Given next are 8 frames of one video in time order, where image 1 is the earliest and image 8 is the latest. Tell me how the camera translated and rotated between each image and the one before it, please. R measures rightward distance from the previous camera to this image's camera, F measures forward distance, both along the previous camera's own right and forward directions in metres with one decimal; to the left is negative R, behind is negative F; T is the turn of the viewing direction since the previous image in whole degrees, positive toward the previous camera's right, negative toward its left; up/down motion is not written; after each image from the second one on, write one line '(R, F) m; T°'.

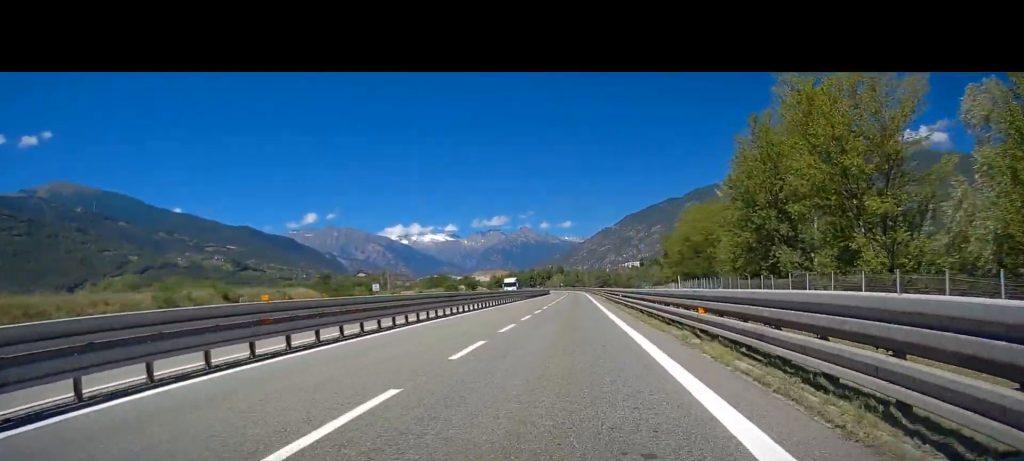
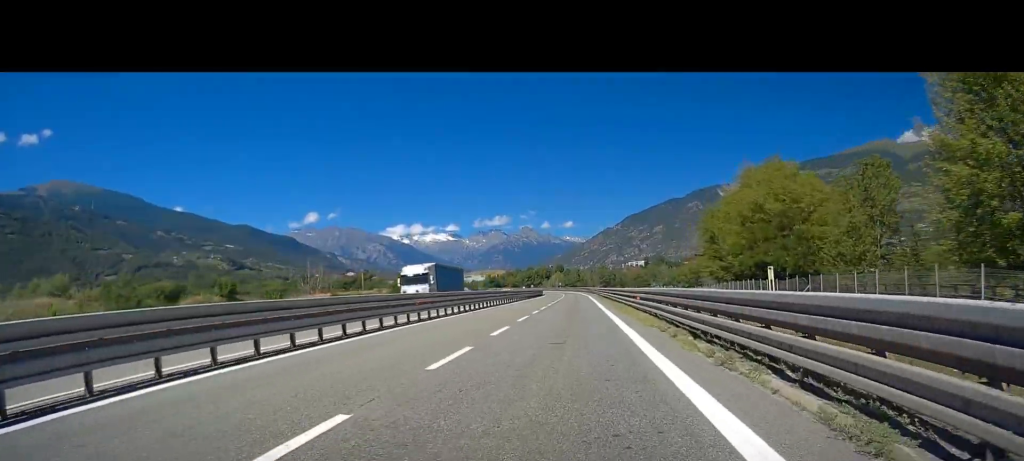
(-0.5, +35.4) m; 0°
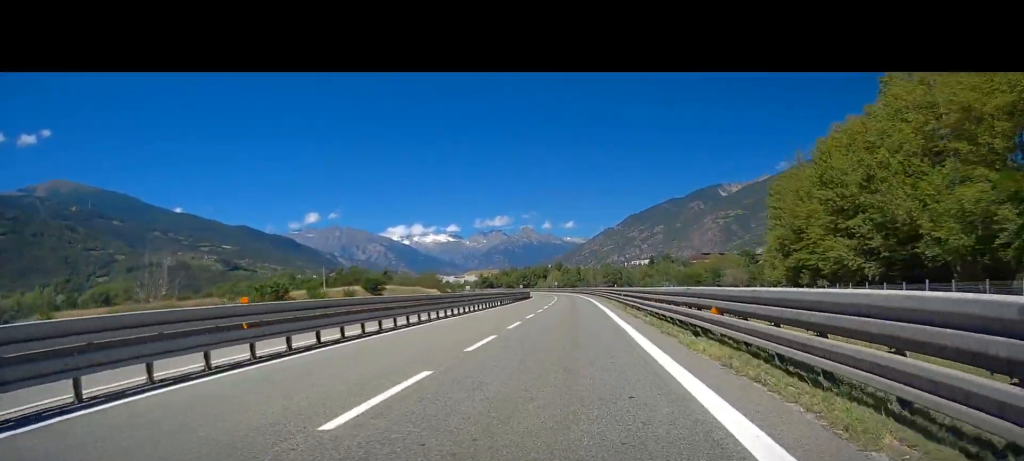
(+0.7, +42.8) m; +1°
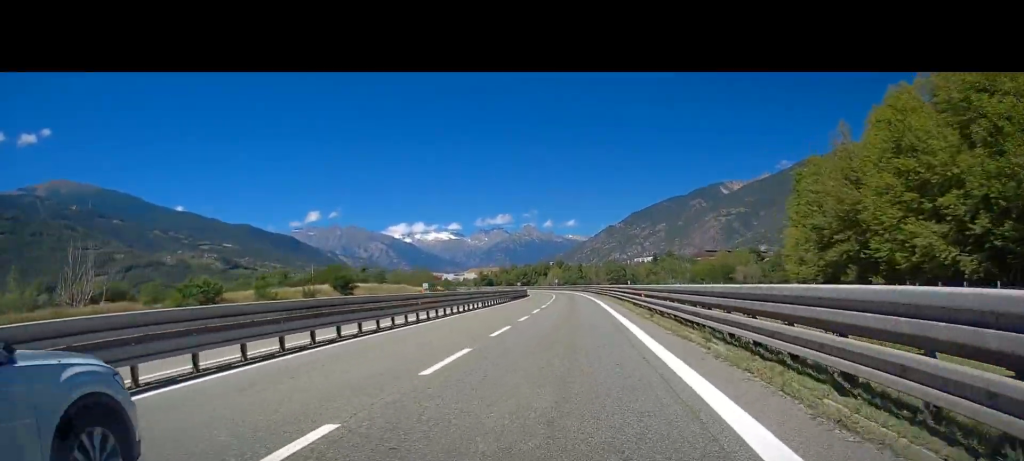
(0.0, +13.4) m; 0°
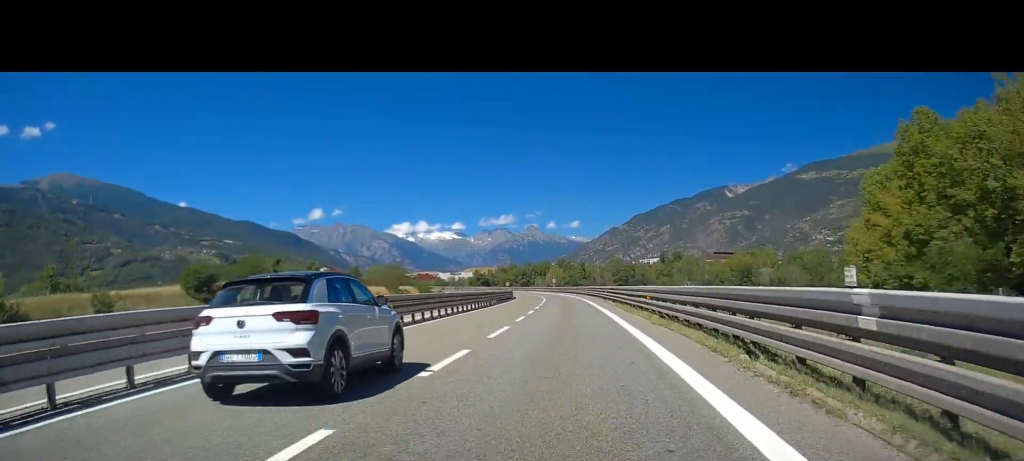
(-0.5, +33.0) m; -1°
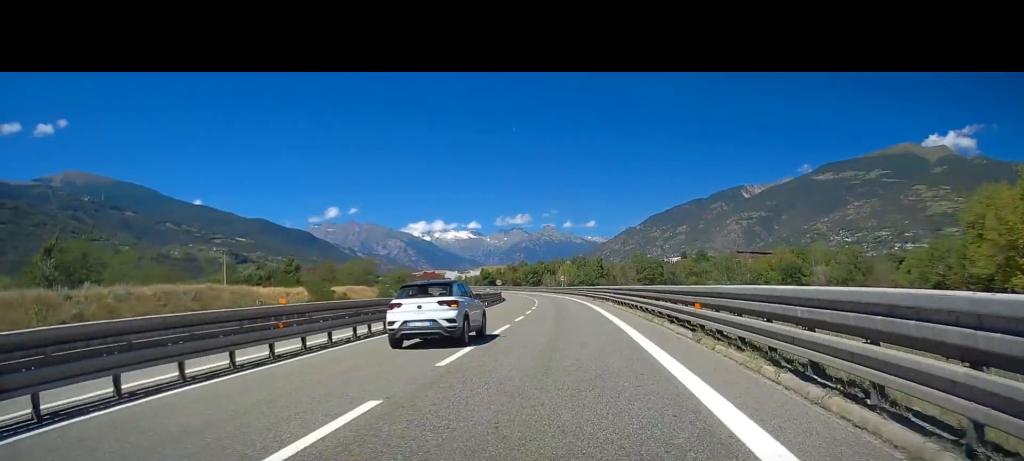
(-0.3, +34.2) m; -1°
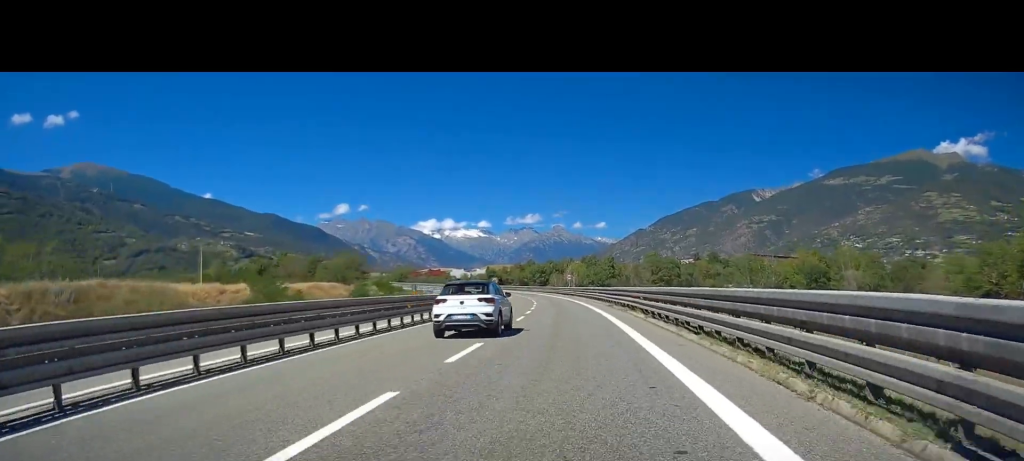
(0.0, +11.8) m; -1°
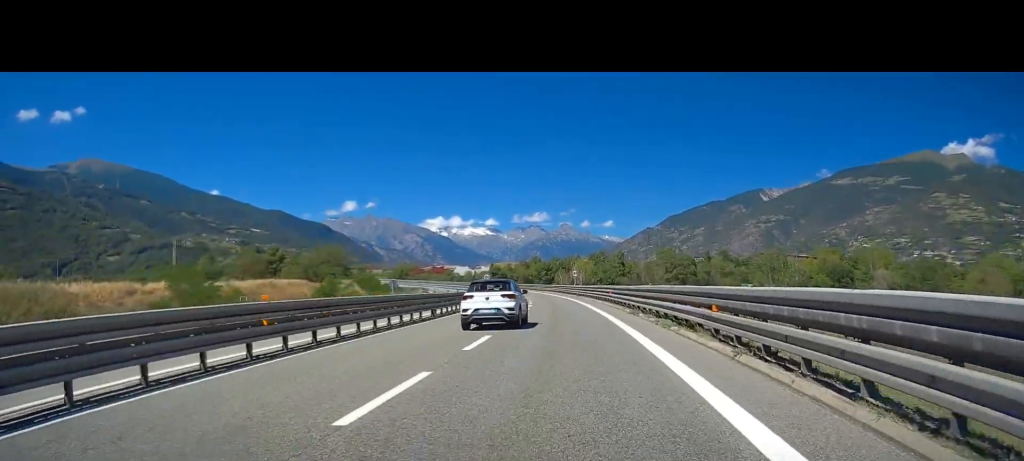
(0.0, +9.9) m; -1°
